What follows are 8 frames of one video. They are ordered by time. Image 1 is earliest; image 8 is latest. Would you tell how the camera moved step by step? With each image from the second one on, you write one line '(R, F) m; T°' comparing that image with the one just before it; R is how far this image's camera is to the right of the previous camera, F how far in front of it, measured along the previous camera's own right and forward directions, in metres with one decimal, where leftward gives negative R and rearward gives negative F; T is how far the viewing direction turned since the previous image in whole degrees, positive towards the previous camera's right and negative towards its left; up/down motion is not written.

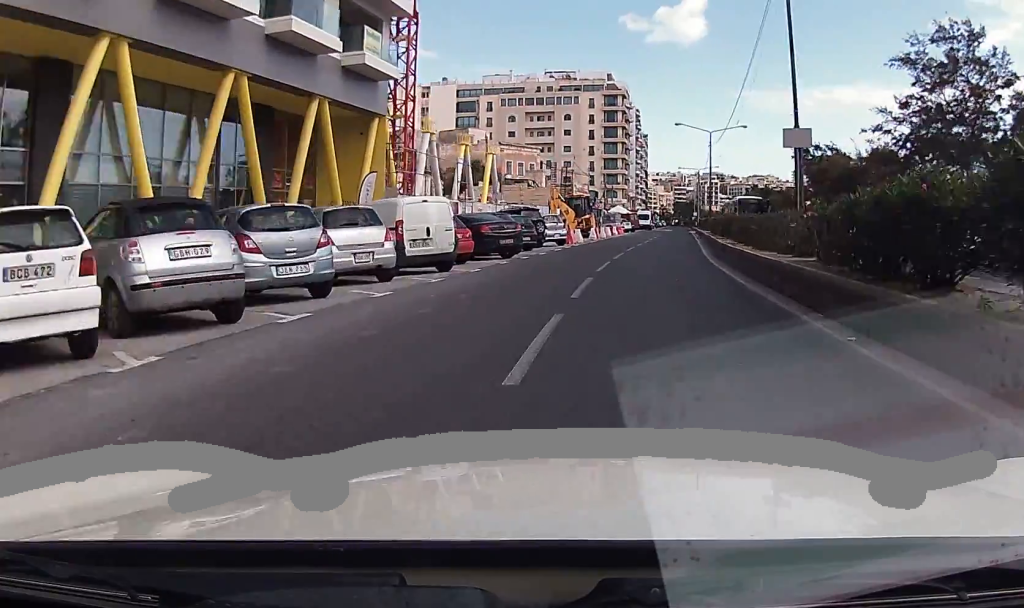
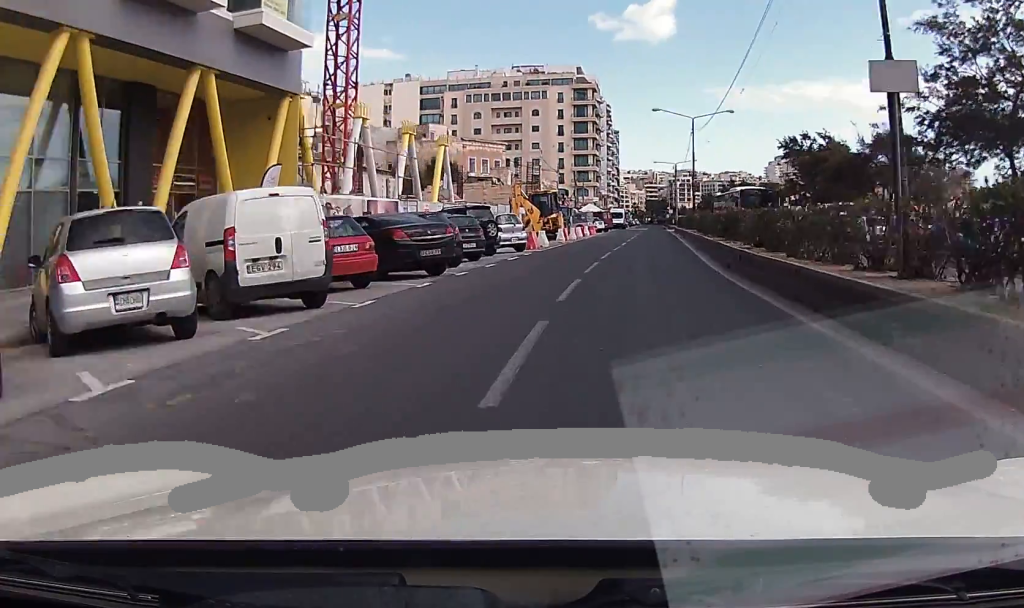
(+0.4, +6.6) m; +2°
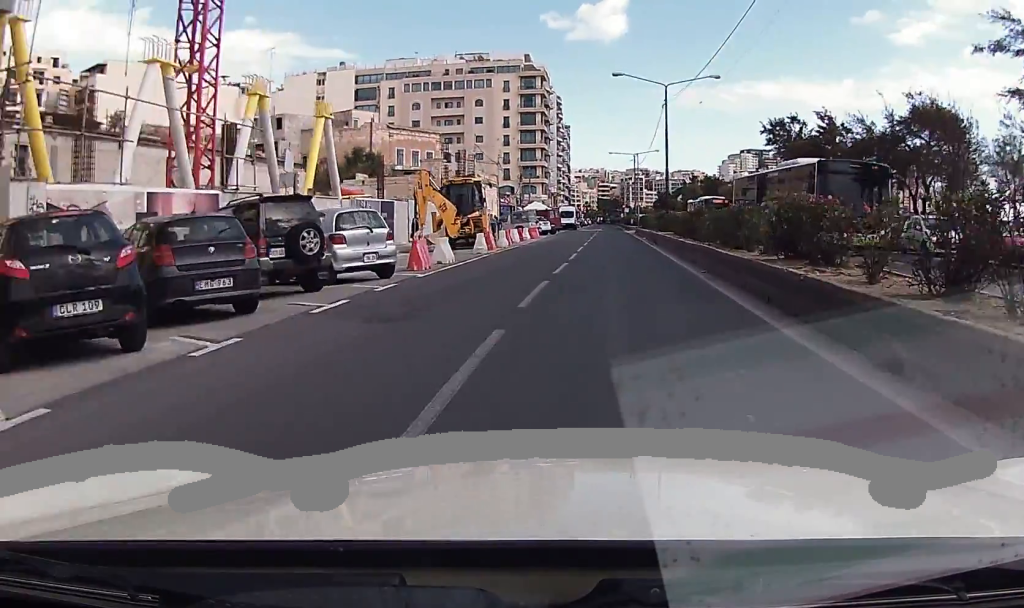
(+0.3, +12.9) m; +1°
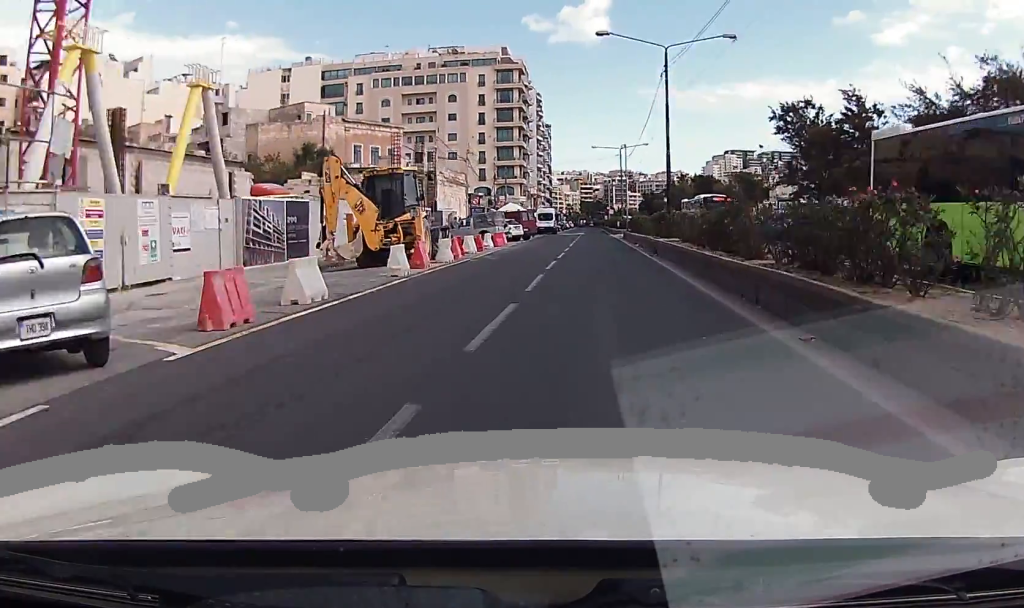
(0.0, +9.9) m; 0°
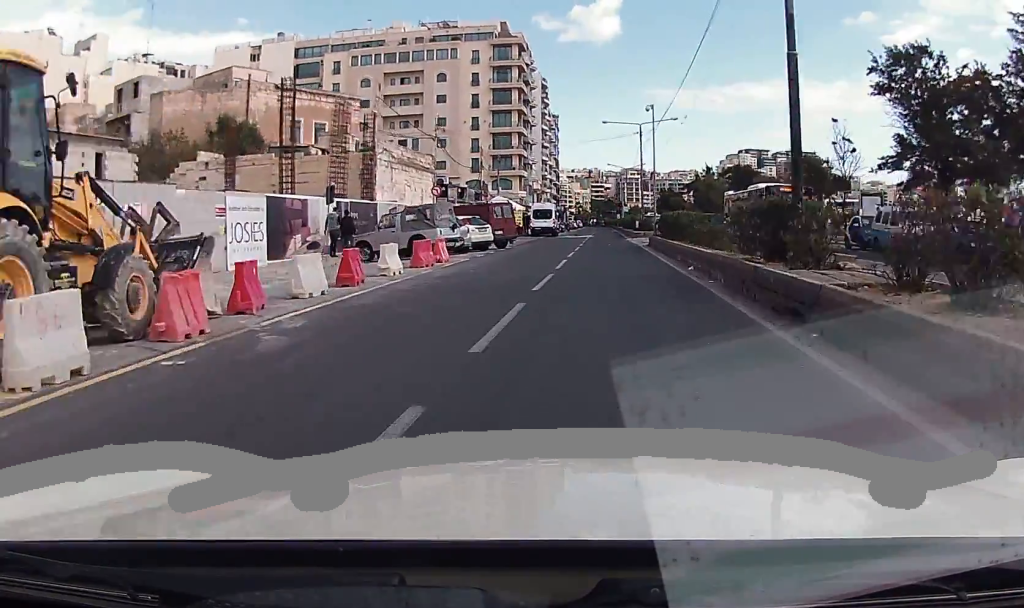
(+0.5, +18.3) m; +3°
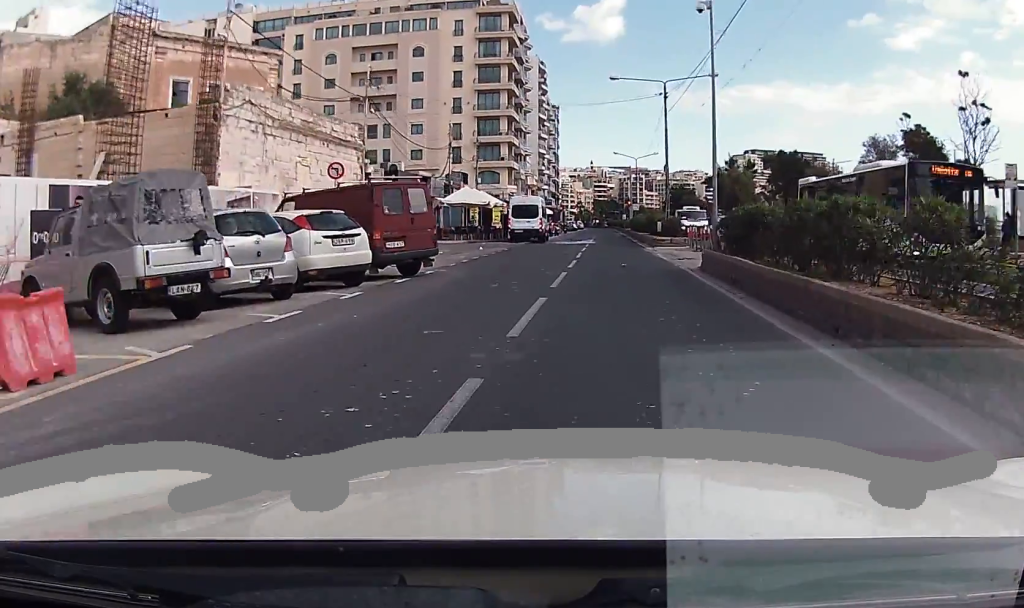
(+0.2, +18.7) m; 0°
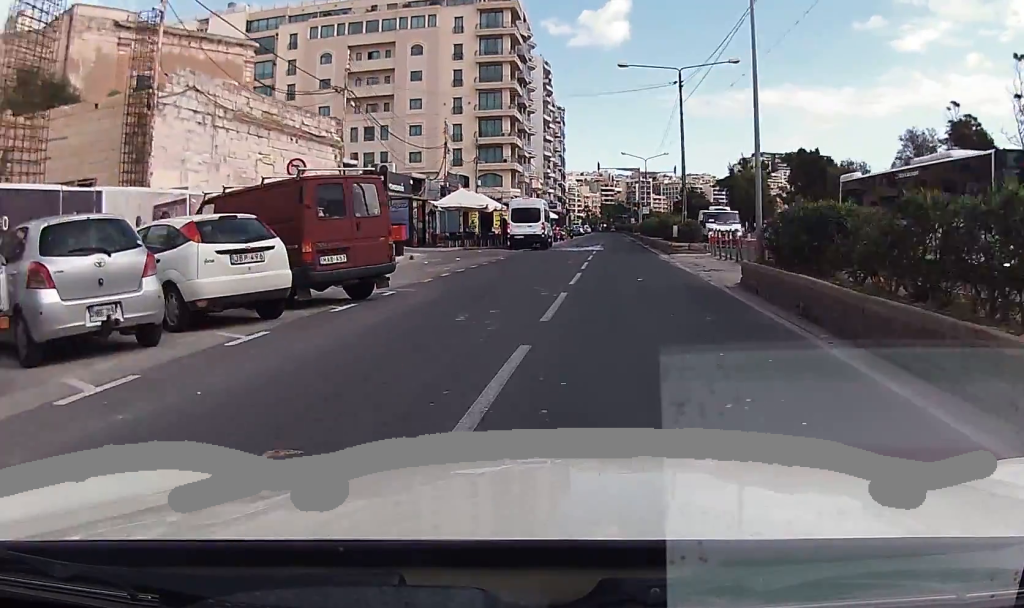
(+0.1, +4.3) m; -1°
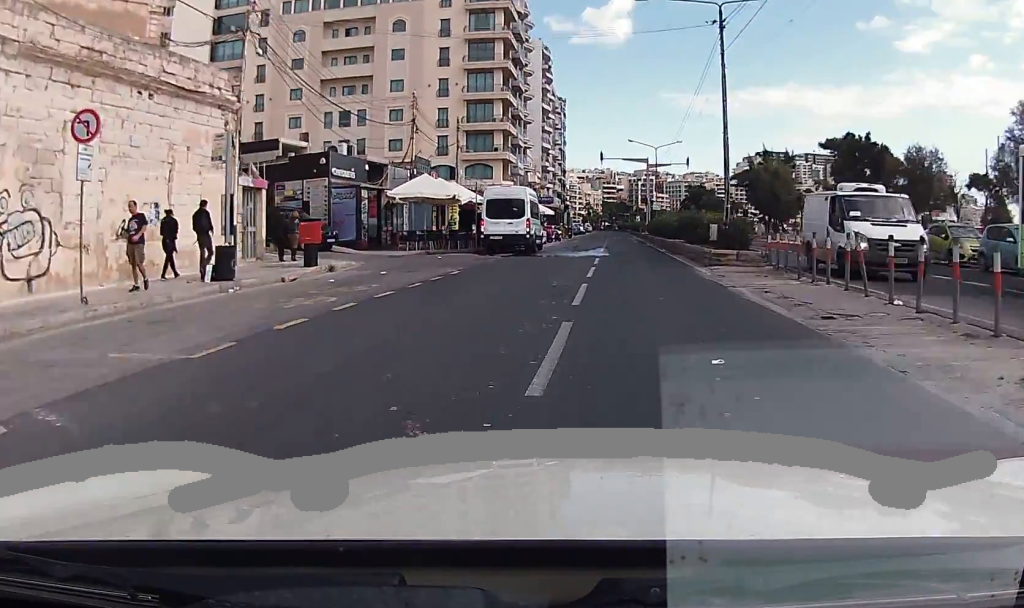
(-0.5, +9.9) m; -1°
